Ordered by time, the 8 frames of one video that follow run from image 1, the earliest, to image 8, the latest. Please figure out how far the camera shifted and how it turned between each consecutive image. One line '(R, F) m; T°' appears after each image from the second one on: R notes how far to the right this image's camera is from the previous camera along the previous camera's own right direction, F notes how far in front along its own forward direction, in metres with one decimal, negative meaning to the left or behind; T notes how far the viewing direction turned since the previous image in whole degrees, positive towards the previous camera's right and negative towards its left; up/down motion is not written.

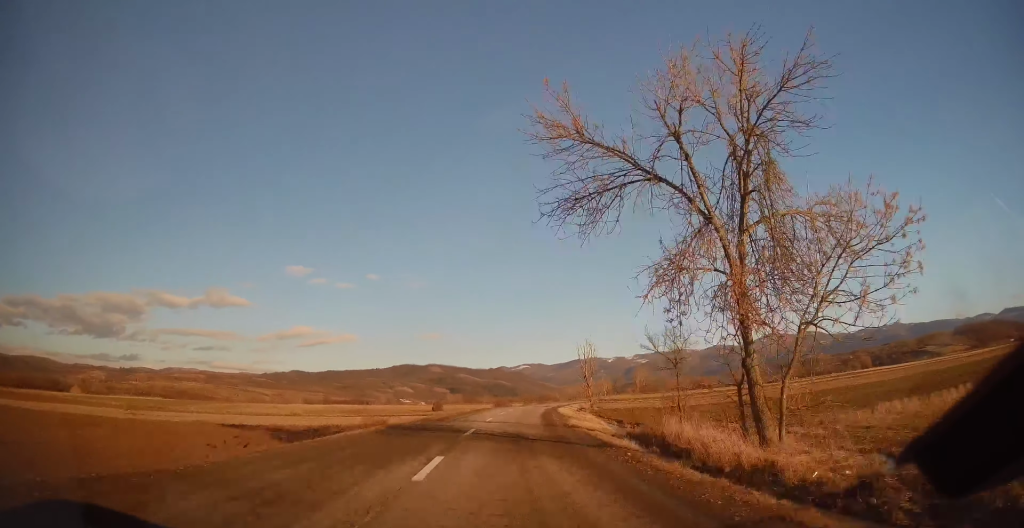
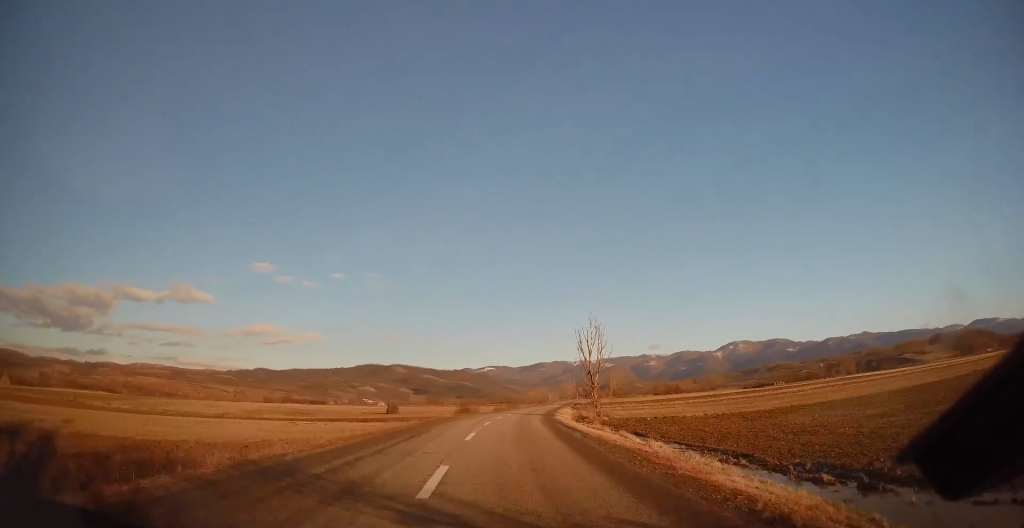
(+1.2, +18.6) m; +4°
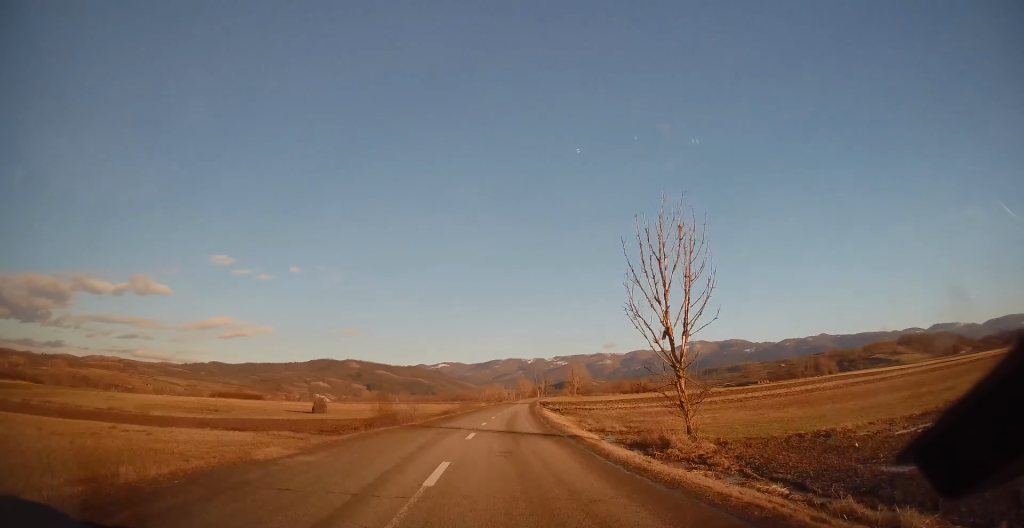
(+0.8, +26.0) m; +3°
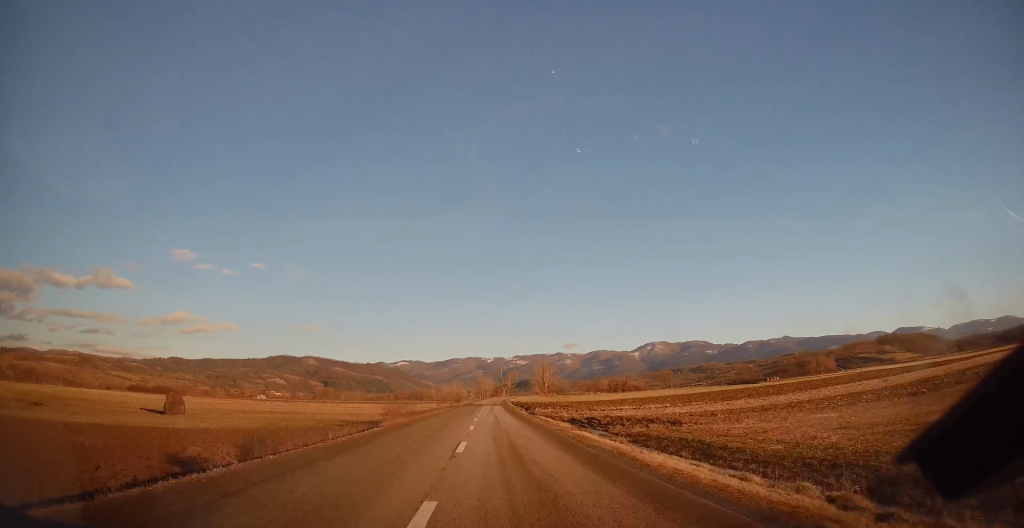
(+1.6, +40.0) m; +4°
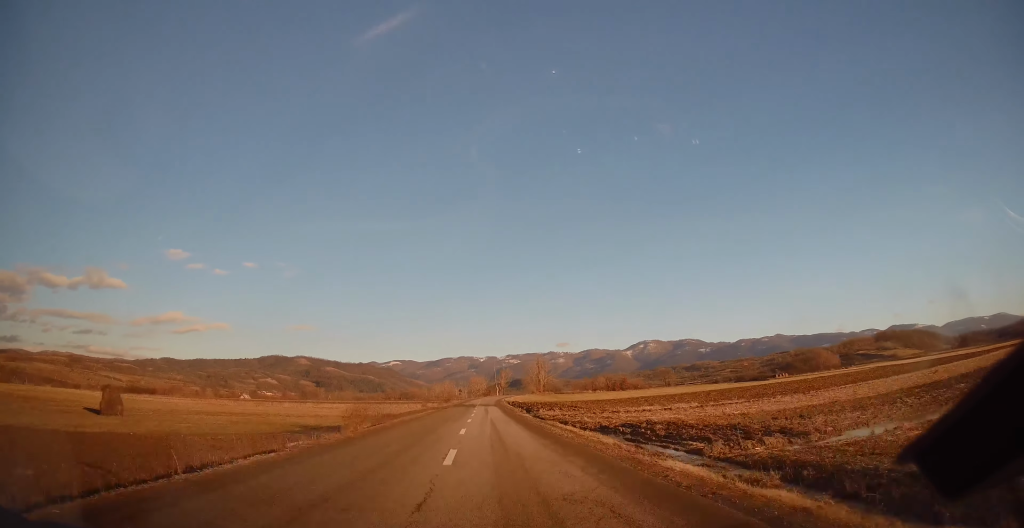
(+0.1, +11.5) m; +1°
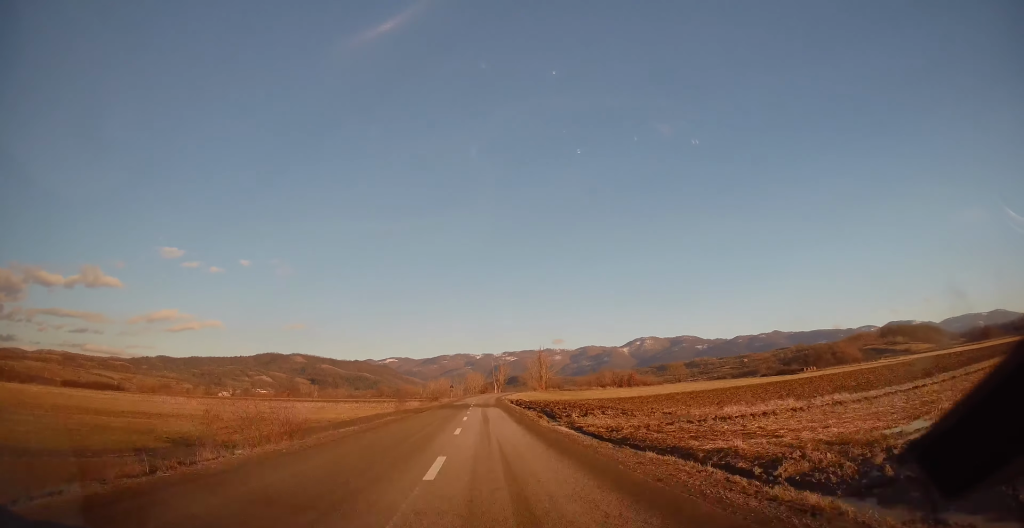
(+0.1, +19.7) m; +1°
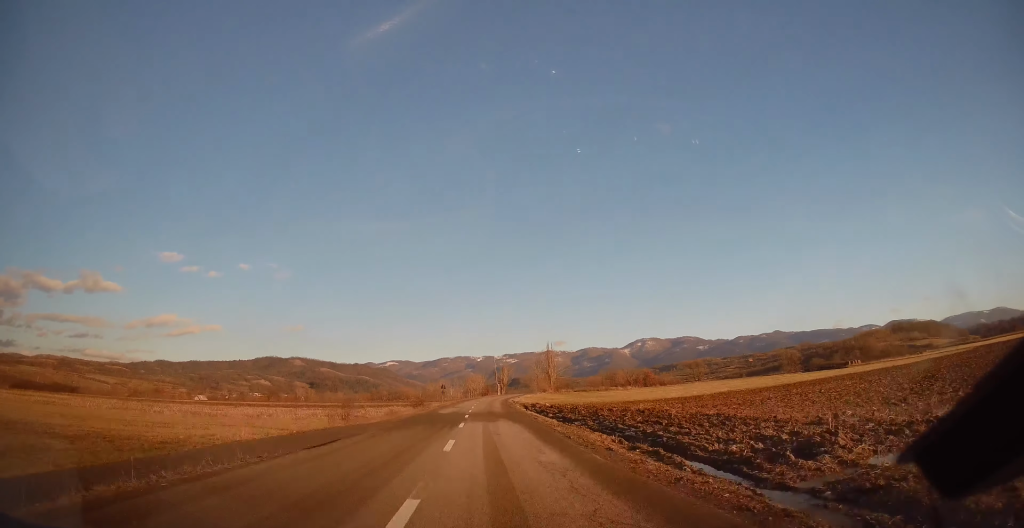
(+0.4, +22.8) m; 0°
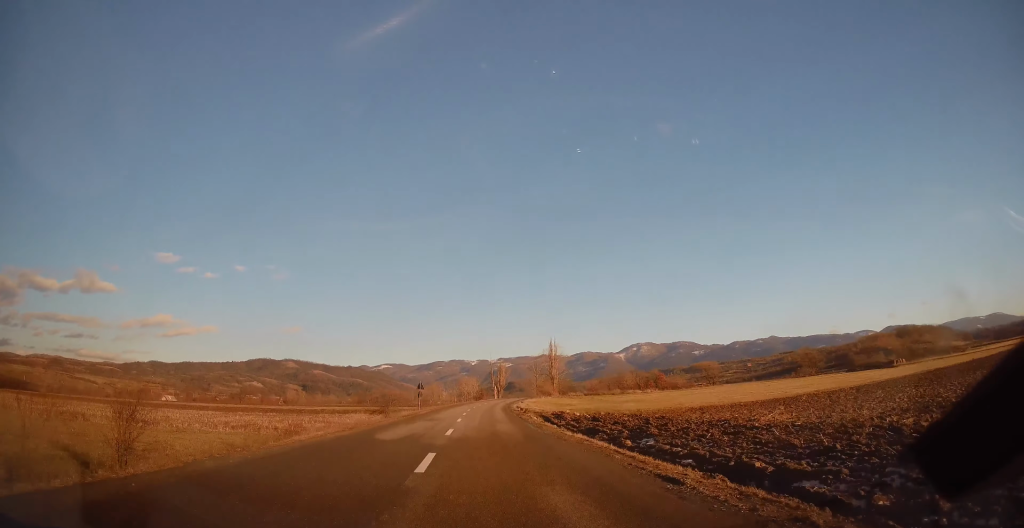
(-0.1, +21.0) m; 0°
